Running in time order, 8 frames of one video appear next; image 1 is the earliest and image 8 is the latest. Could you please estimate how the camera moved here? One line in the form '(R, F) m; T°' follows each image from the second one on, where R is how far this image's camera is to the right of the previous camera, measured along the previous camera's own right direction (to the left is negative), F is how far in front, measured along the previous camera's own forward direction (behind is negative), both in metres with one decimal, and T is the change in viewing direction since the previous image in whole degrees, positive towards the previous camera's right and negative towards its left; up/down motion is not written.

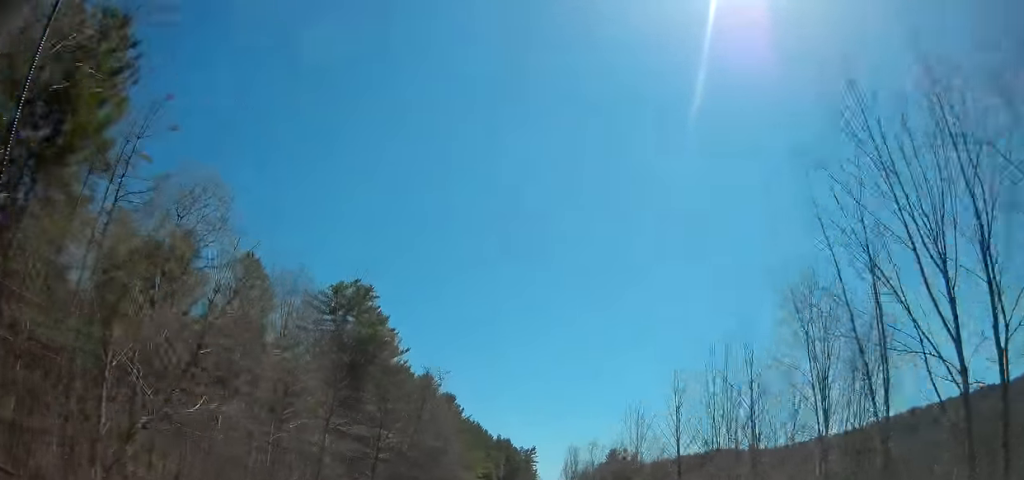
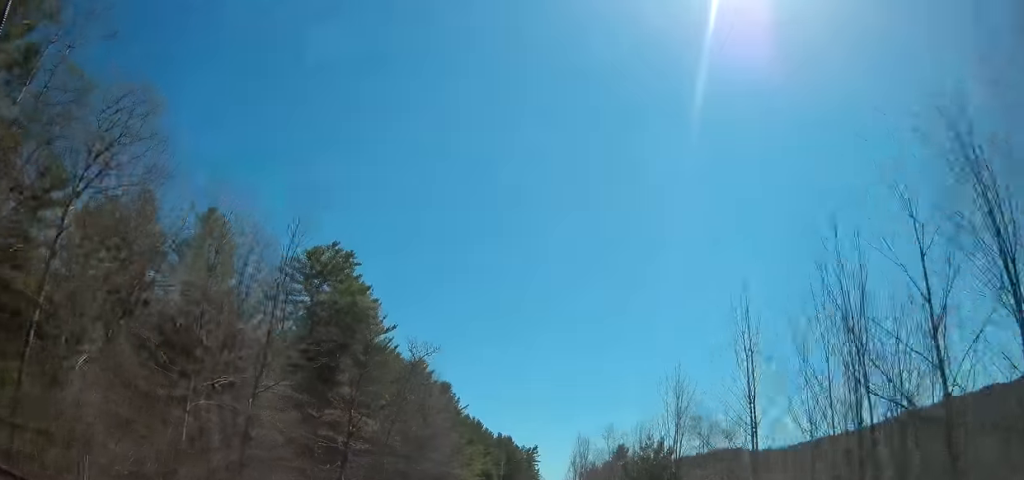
(0.0, +10.8) m; 0°
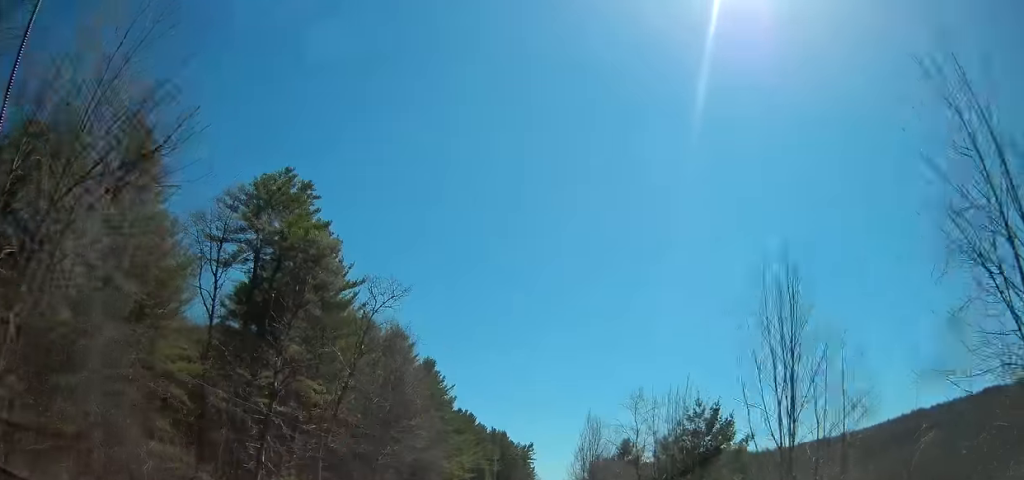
(0.0, +14.9) m; 0°
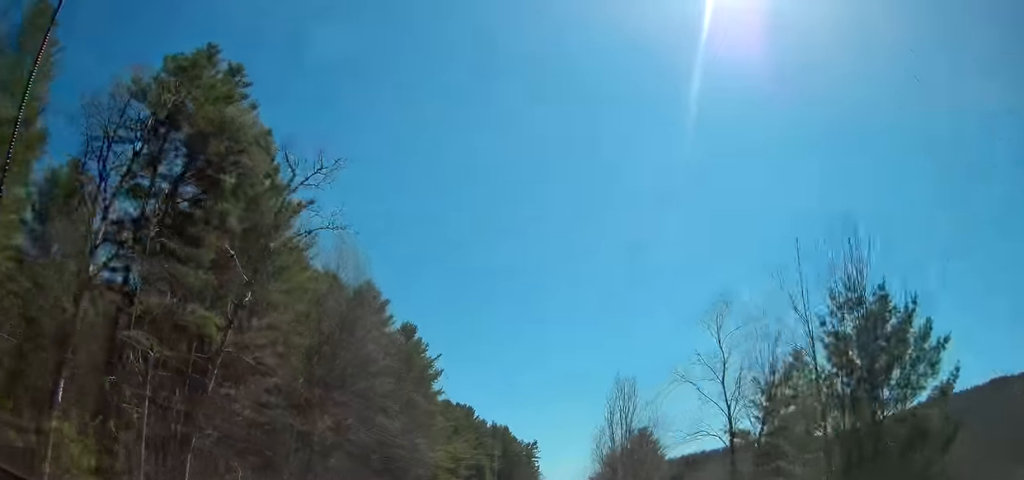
(0.0, +17.4) m; 0°
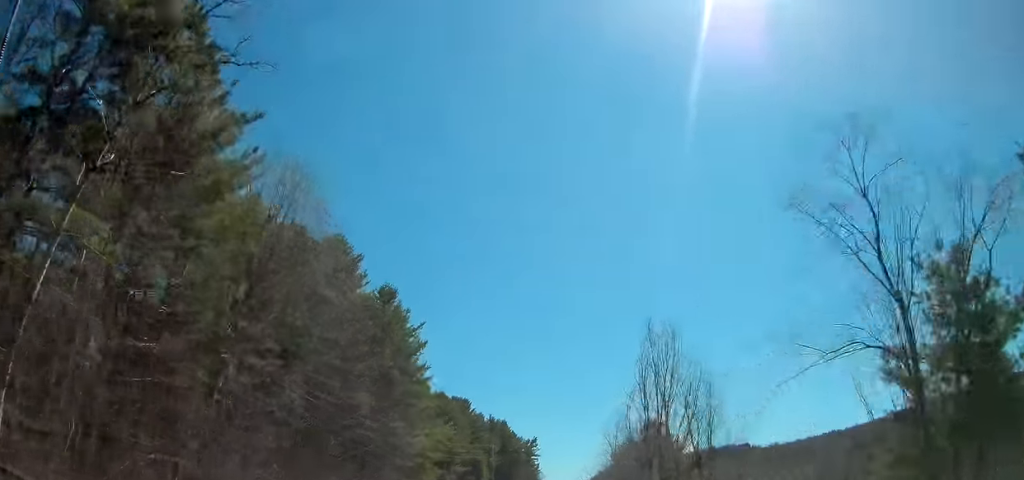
(0.0, +11.6) m; 0°
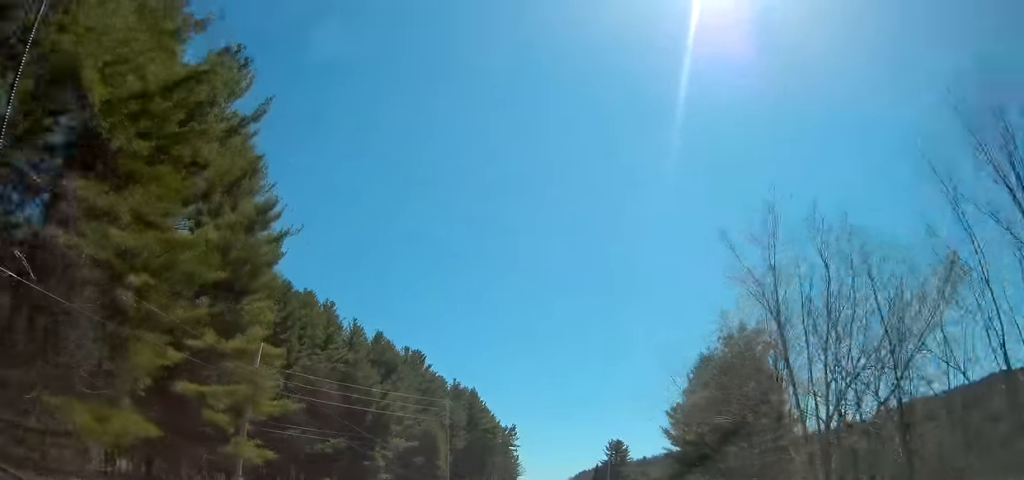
(+0.8, +48.9) m; +1°
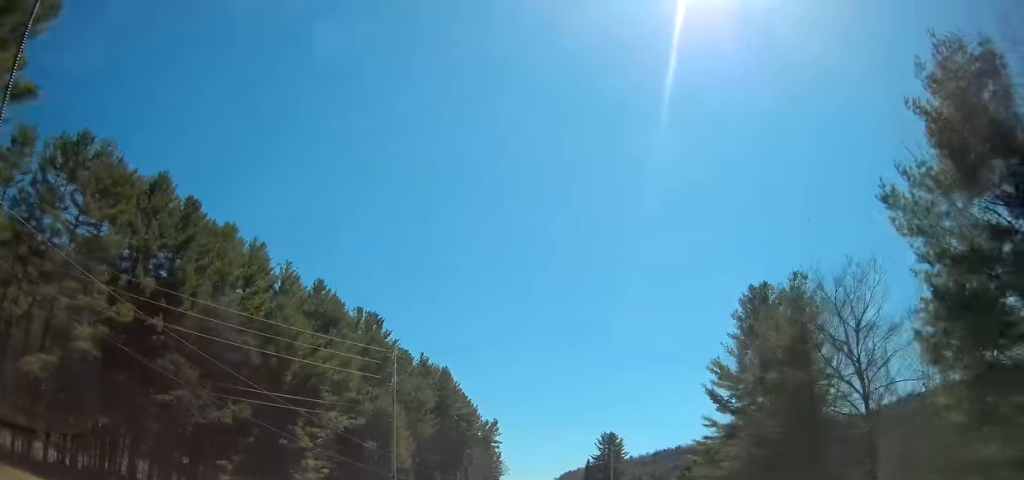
(0.0, +24.0) m; +1°
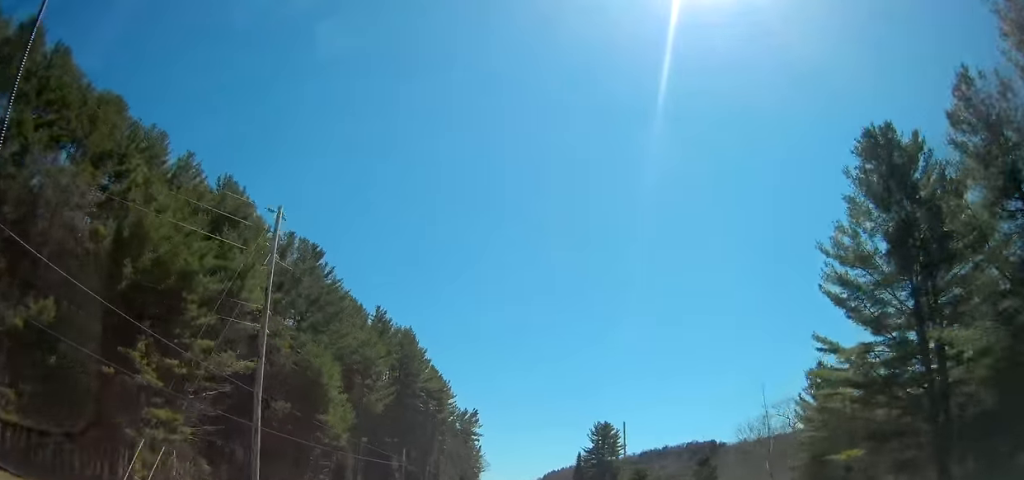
(+0.6, +25.6) m; +2°
